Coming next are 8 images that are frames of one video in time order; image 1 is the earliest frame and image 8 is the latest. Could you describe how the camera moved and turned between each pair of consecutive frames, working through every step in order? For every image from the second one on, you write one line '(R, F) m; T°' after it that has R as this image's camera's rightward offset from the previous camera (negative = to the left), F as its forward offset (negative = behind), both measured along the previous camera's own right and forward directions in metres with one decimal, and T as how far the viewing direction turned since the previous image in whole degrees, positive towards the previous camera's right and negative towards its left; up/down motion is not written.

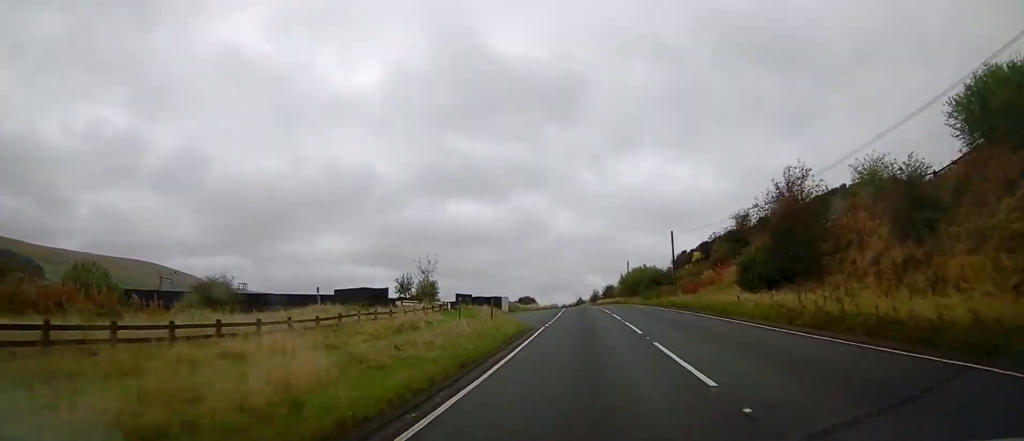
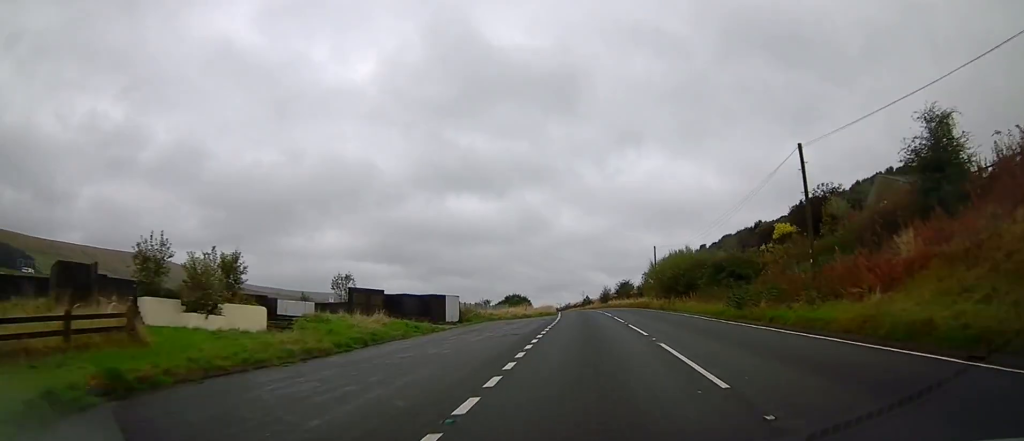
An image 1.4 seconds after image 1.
(0.0, +27.4) m; -1°
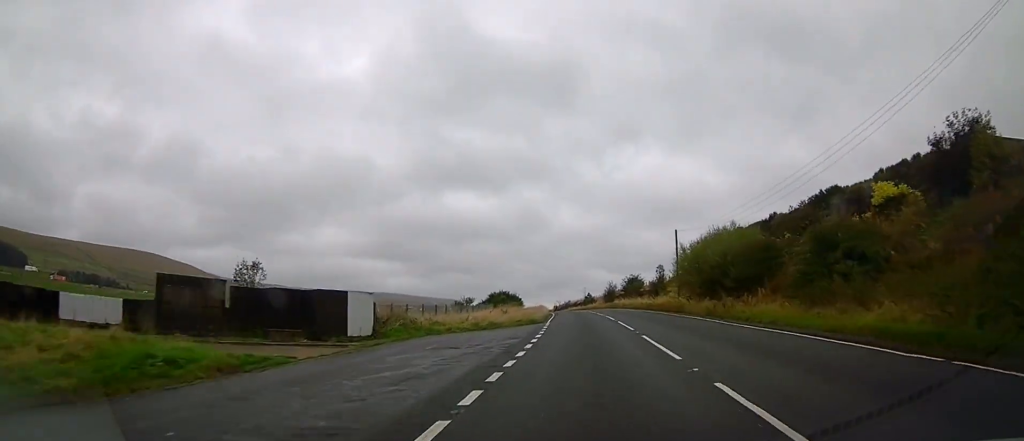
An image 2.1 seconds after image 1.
(-0.3, +14.3) m; -1°
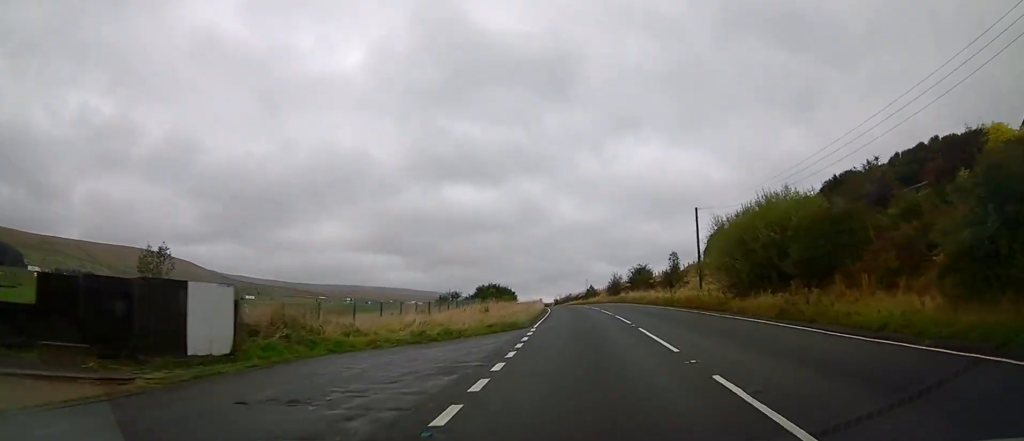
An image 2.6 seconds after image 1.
(0.0, +8.9) m; 0°
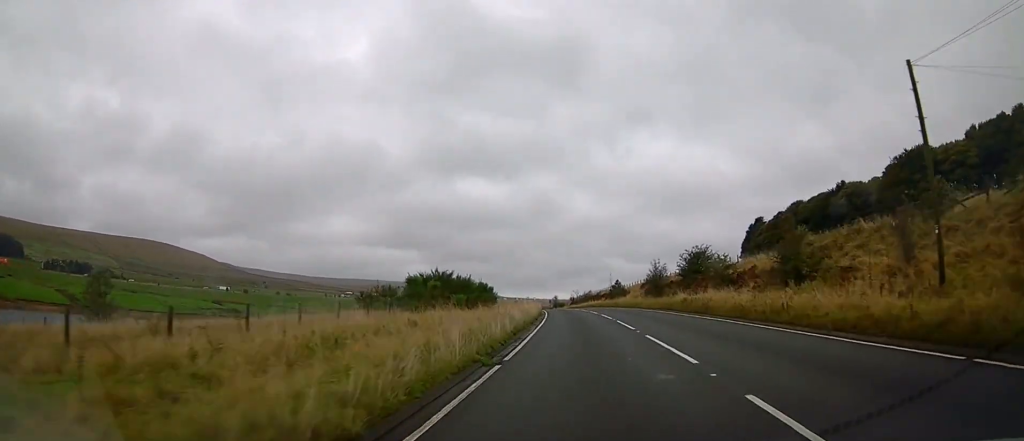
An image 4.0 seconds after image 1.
(-0.2, +28.4) m; -1°
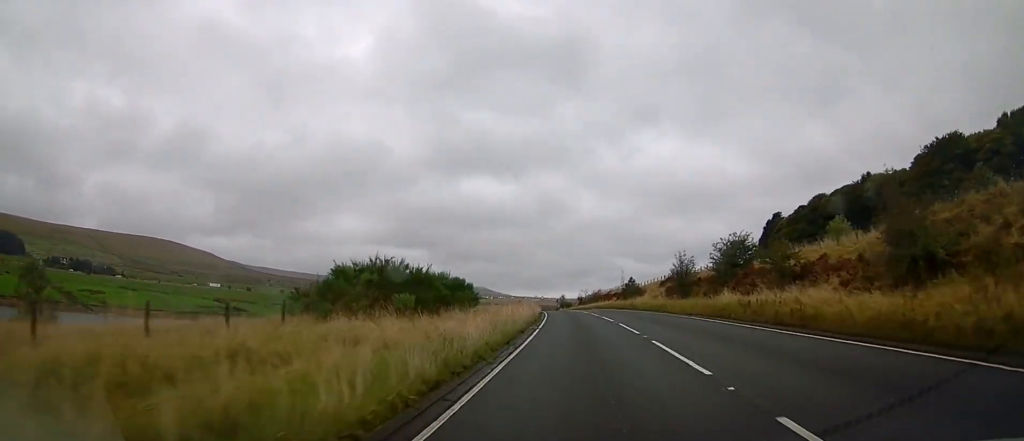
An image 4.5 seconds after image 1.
(0.0, +10.1) m; -1°
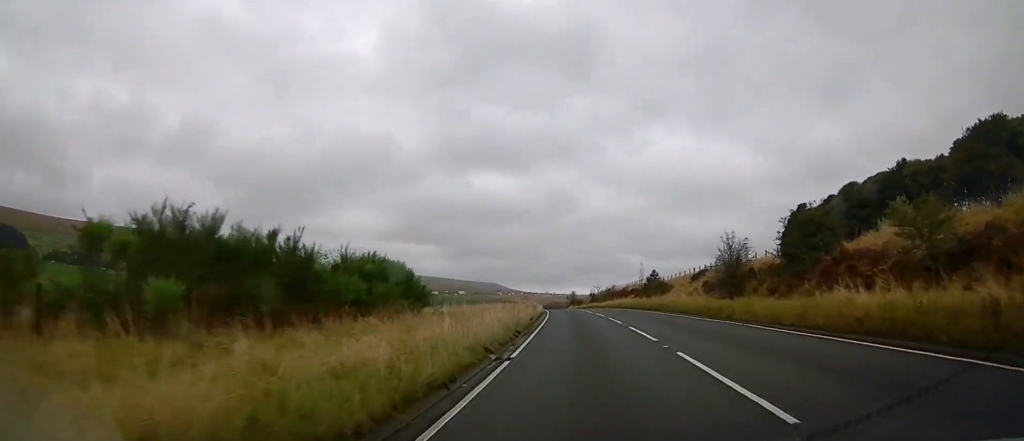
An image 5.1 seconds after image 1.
(+0.1, +12.4) m; -2°
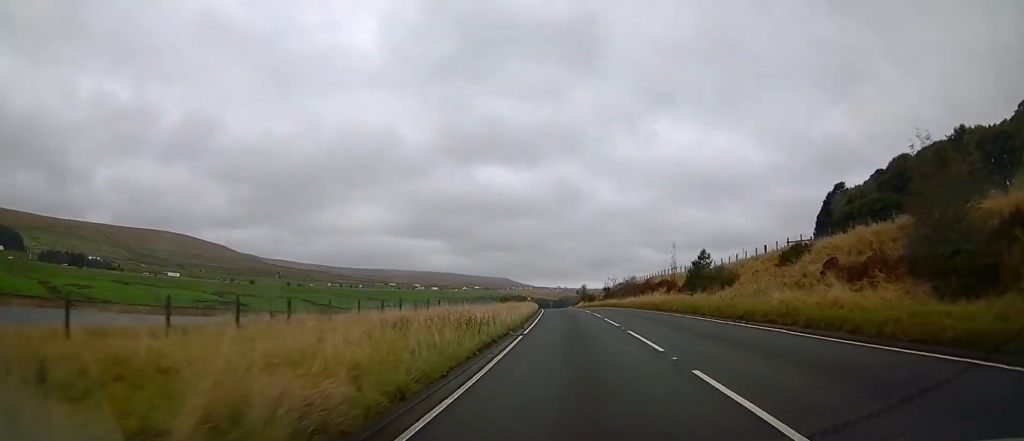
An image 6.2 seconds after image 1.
(-0.7, +20.2) m; -3°
